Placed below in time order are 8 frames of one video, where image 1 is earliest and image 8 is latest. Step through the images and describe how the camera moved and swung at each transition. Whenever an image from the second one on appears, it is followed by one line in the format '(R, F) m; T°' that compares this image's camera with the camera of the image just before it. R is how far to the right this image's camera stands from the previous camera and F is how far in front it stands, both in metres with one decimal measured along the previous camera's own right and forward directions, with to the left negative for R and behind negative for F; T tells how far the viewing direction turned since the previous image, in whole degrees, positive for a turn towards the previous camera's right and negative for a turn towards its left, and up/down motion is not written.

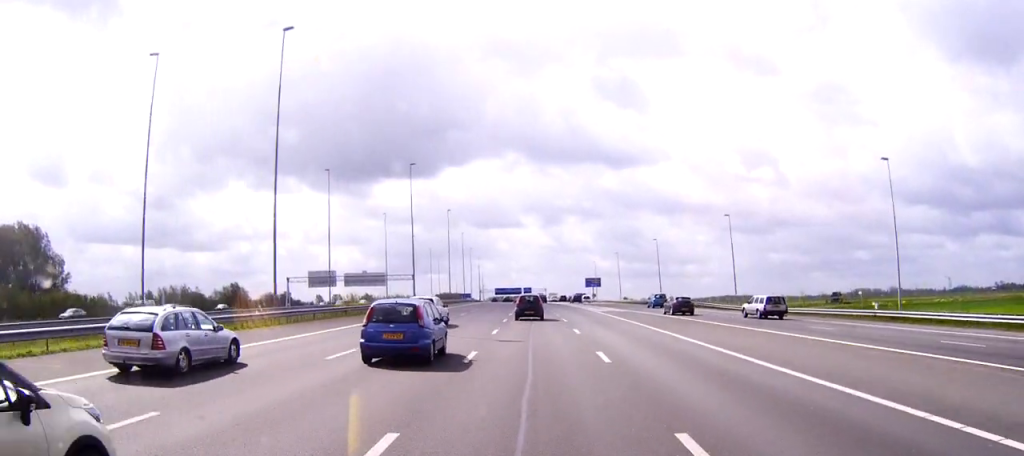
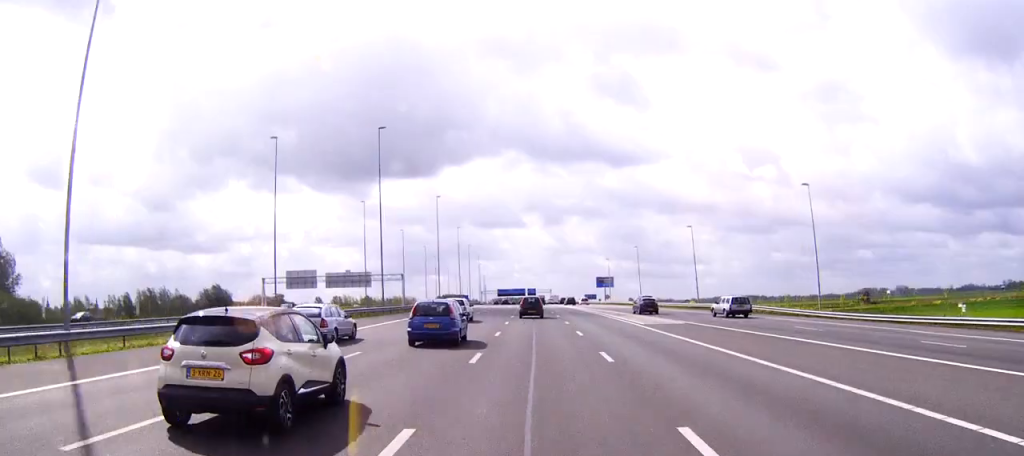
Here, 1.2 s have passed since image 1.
(-0.1, +24.7) m; 0°
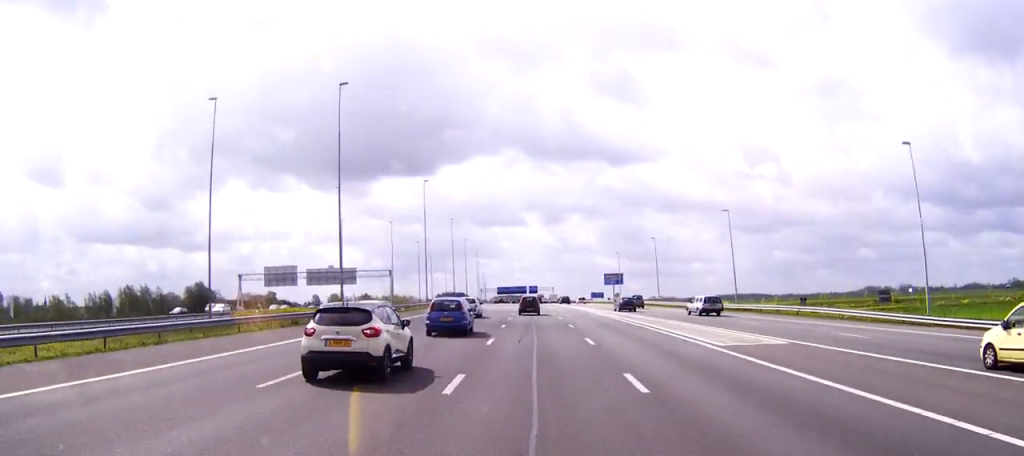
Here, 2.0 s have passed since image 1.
(0.0, +18.8) m; 0°
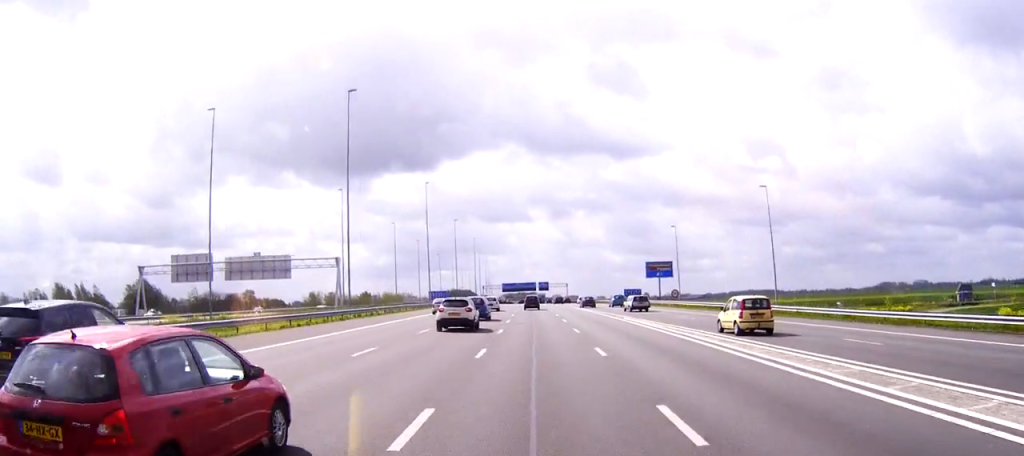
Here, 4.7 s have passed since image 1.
(-0.3, +61.4) m; 0°
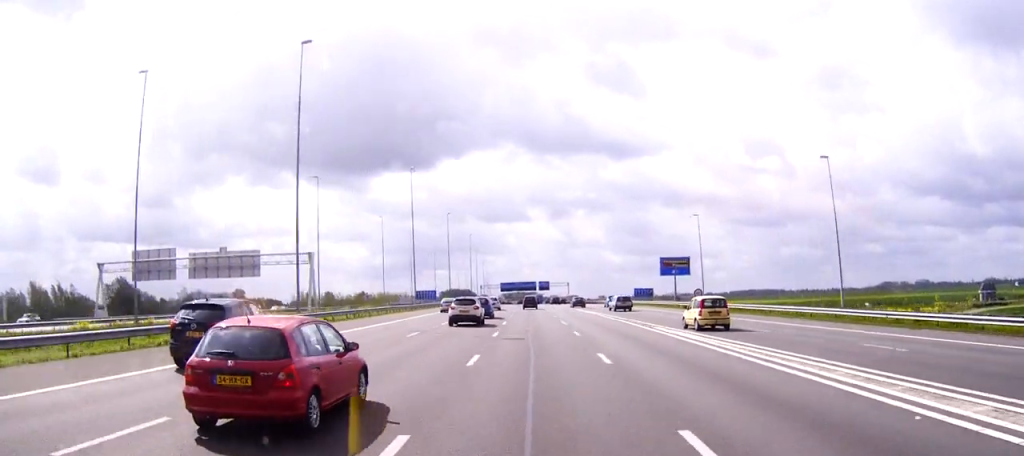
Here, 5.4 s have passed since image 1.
(0.0, +15.9) m; 0°
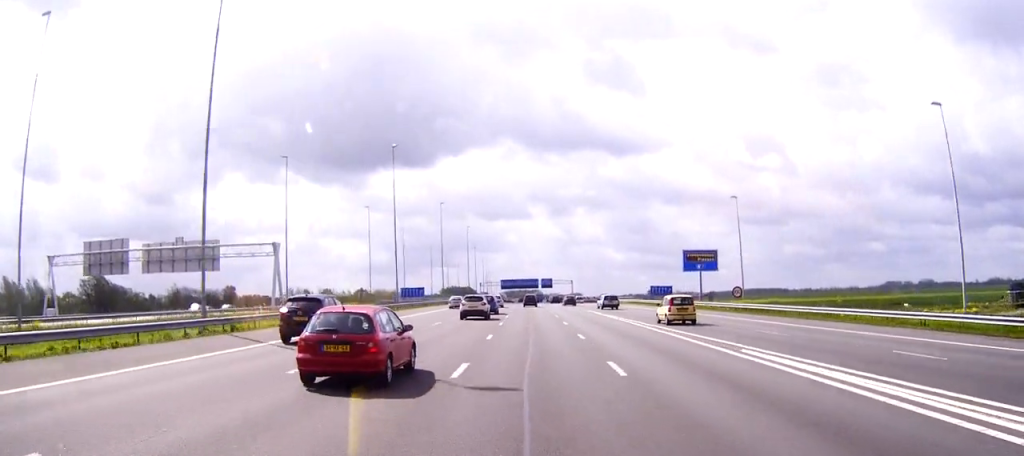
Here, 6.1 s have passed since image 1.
(-0.1, +16.7) m; 0°
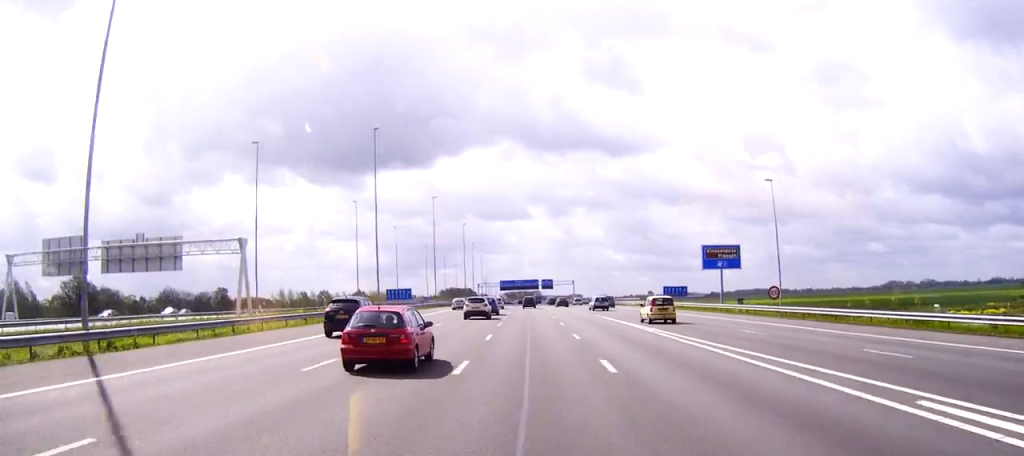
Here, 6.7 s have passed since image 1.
(0.0, +11.4) m; 0°
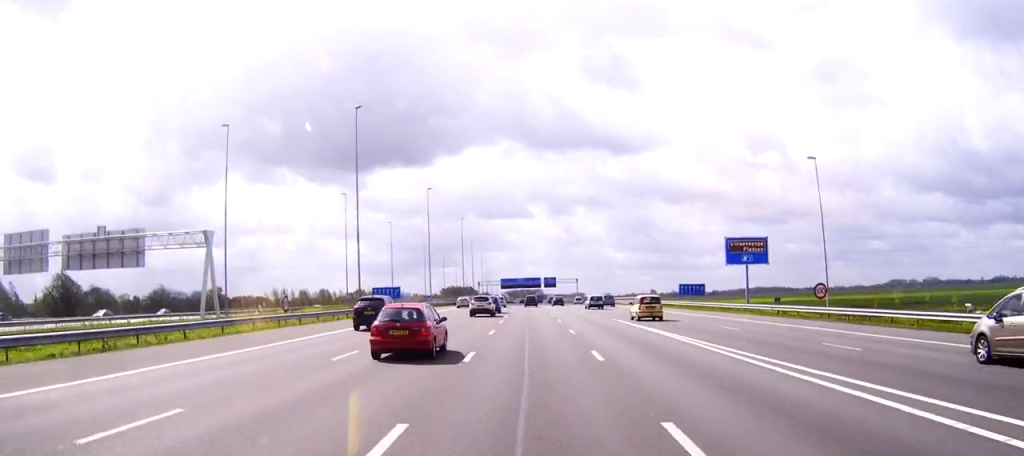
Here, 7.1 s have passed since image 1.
(0.0, +9.7) m; 0°
